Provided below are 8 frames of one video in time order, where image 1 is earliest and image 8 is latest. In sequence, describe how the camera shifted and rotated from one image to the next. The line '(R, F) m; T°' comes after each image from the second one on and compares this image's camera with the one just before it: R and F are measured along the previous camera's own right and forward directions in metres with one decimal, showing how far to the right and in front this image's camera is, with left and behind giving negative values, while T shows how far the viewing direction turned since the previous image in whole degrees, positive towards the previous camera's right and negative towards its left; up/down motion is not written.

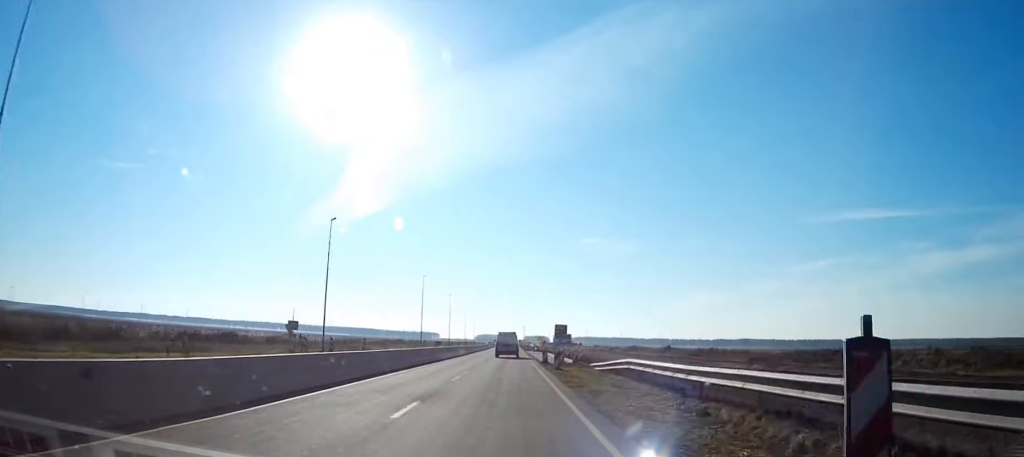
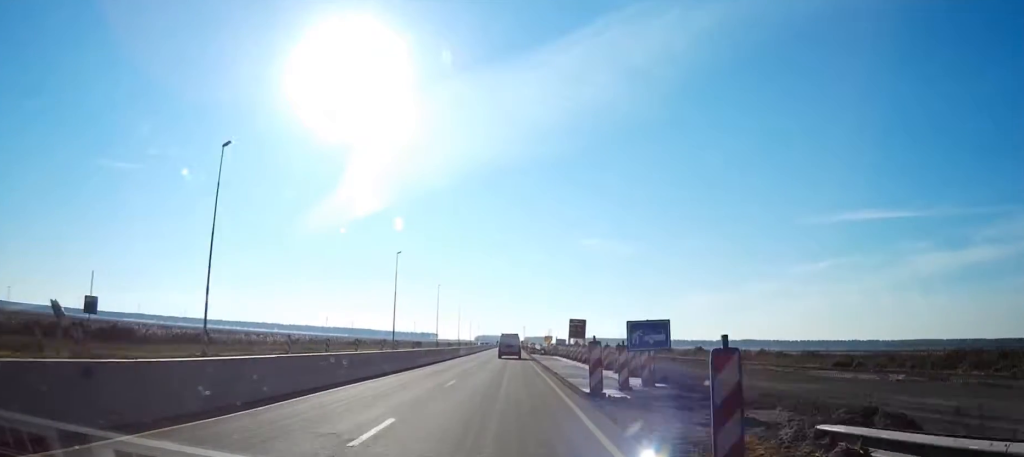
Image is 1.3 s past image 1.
(0.0, +26.7) m; 0°
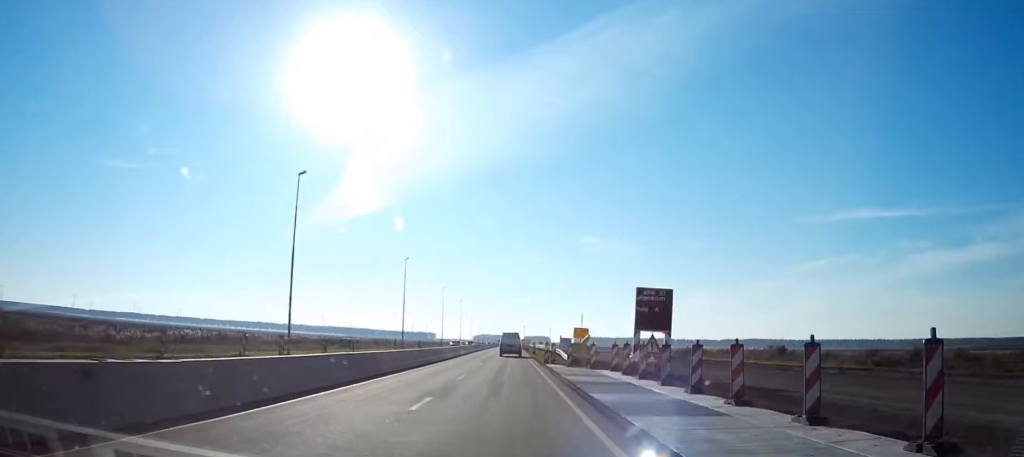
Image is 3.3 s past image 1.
(-0.2, +42.2) m; 0°
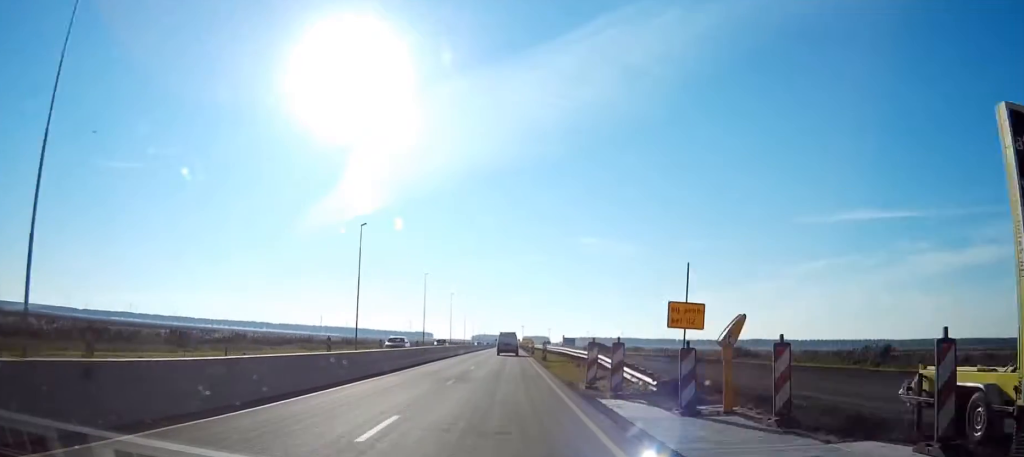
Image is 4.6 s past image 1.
(0.0, +28.1) m; 0°
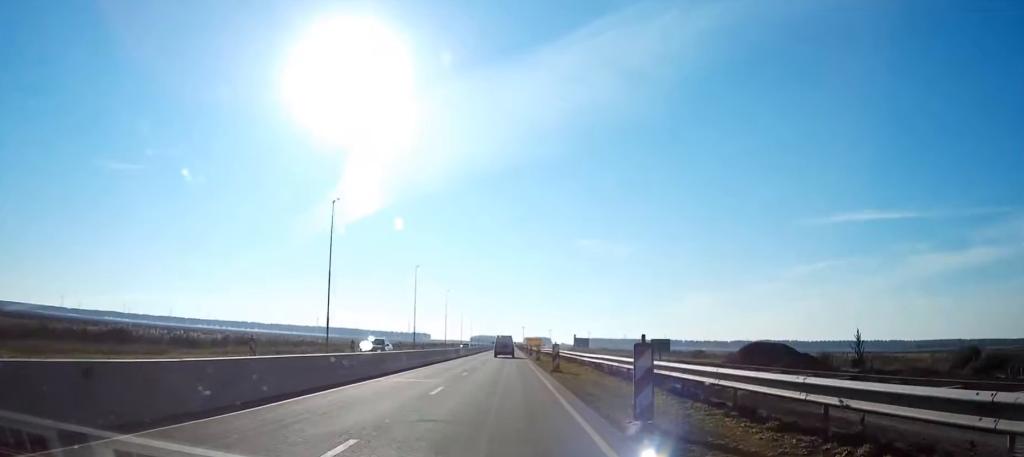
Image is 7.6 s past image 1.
(+0.2, +63.2) m; +1°
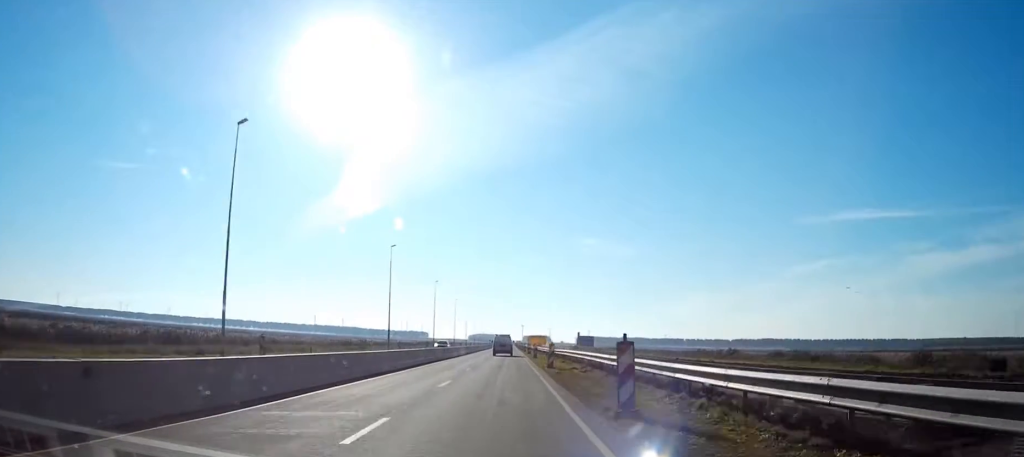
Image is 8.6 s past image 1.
(+0.1, +21.0) m; 0°
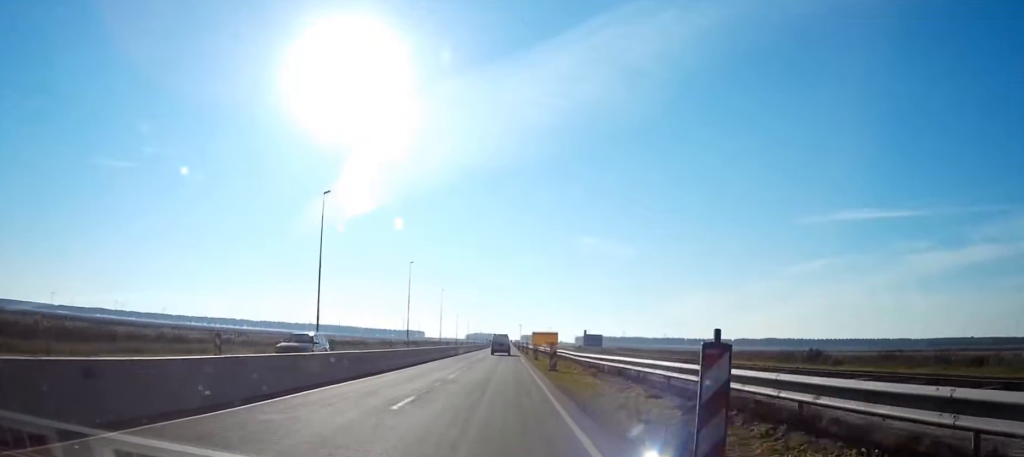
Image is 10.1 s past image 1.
(+0.1, +30.8) m; 0°
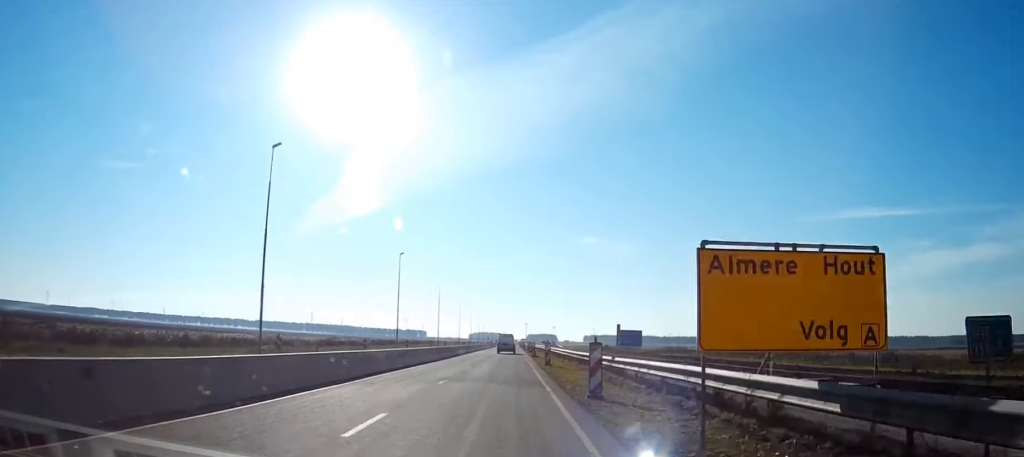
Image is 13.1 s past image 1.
(-0.3, +62.7) m; -1°
